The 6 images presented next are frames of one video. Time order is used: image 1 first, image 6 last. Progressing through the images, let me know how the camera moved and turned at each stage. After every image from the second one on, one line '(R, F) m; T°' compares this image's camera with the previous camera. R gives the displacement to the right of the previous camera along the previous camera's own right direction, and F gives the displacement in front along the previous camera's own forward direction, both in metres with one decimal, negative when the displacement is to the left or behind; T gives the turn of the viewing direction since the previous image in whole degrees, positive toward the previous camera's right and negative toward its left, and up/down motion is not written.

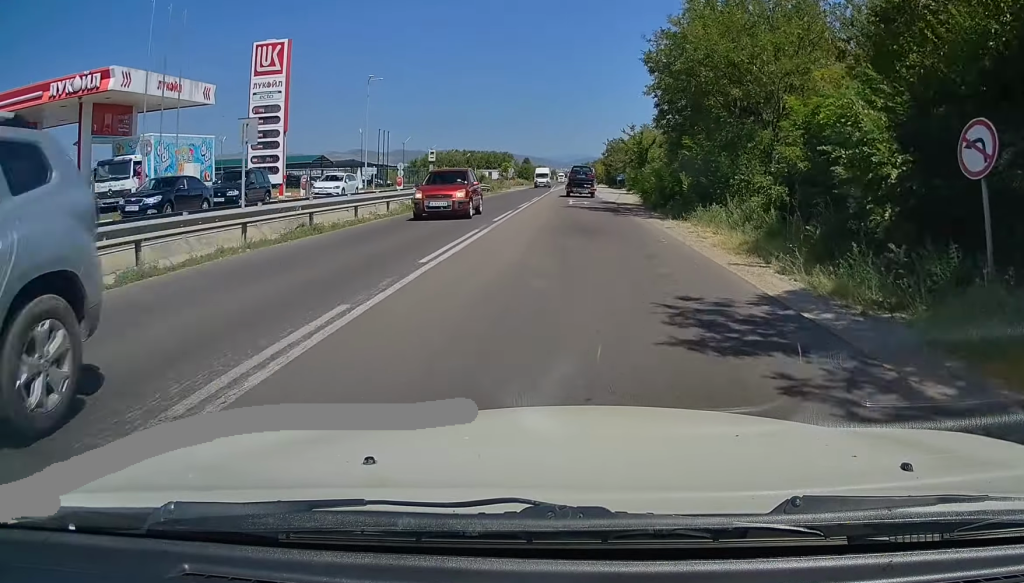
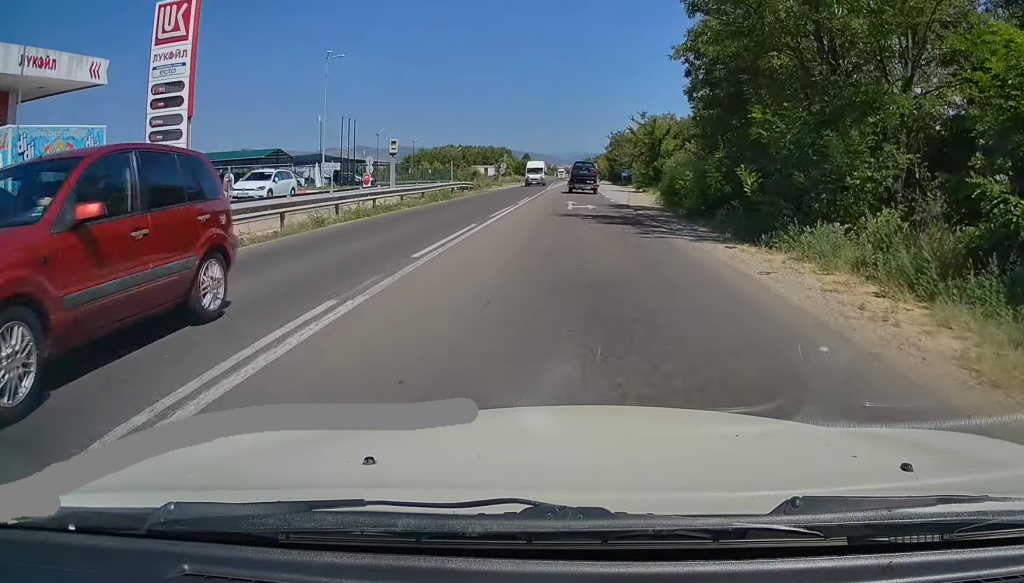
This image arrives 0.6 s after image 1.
(-0.1, +9.8) m; 0°
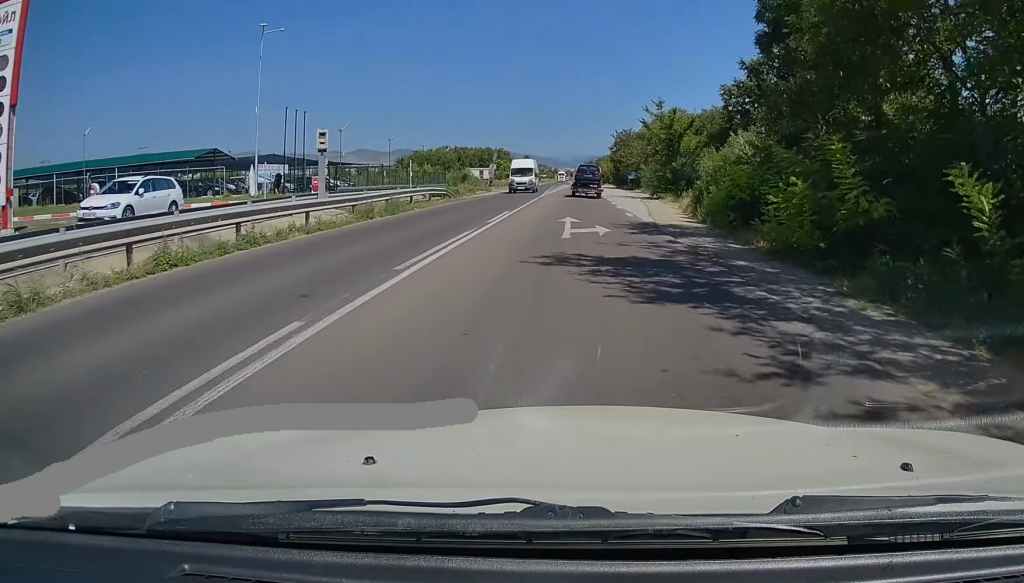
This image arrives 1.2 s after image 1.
(+0.1, +10.3) m; 0°
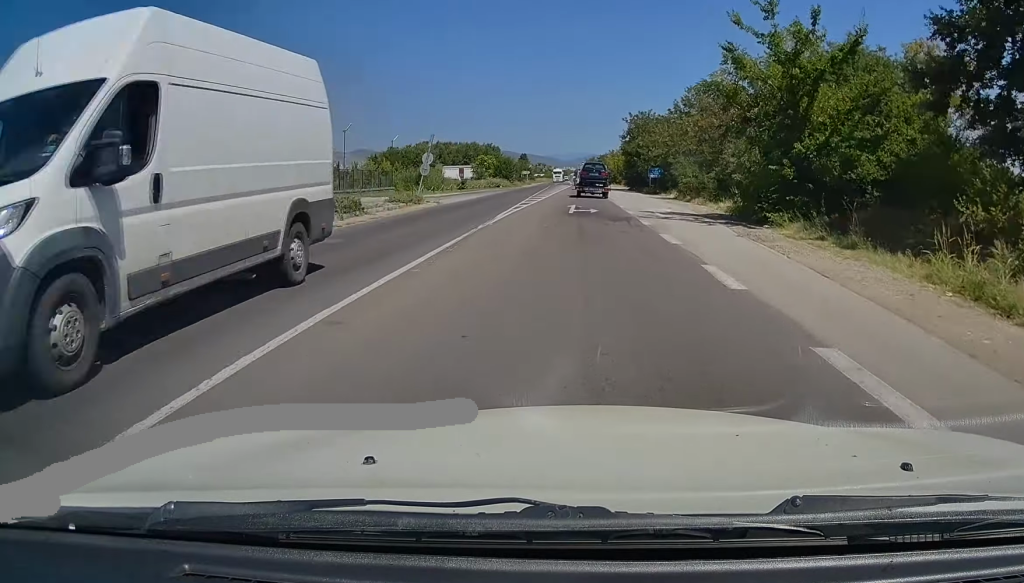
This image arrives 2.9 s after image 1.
(-0.1, +27.1) m; 0°
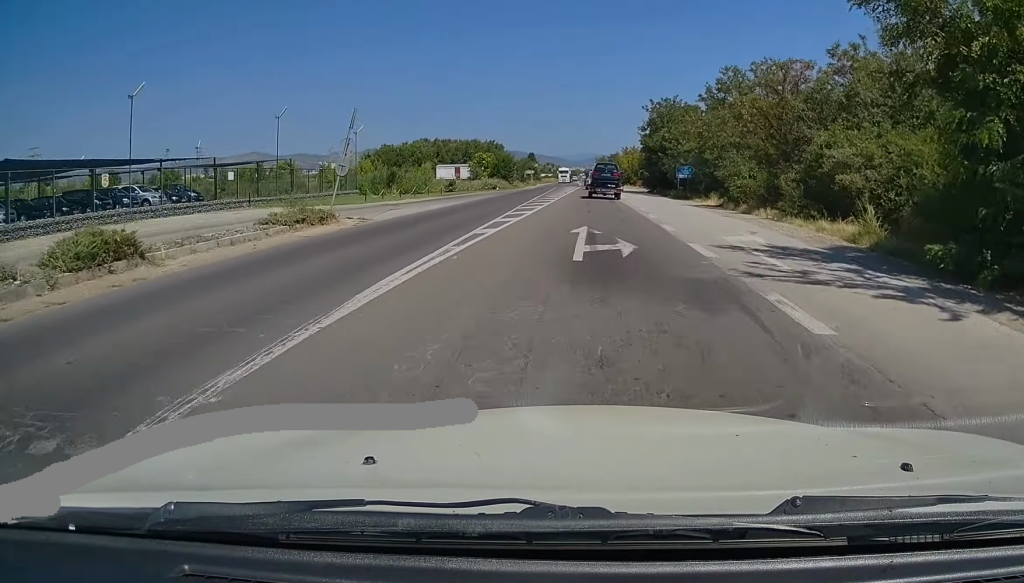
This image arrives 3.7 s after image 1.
(+0.1, +13.6) m; 0°
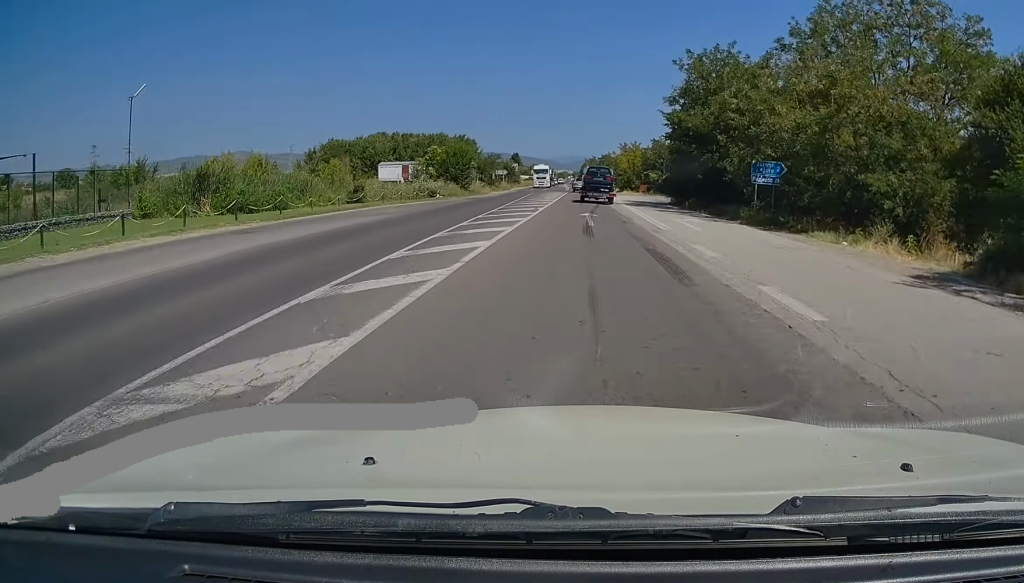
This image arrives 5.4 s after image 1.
(-0.1, +27.4) m; 0°
